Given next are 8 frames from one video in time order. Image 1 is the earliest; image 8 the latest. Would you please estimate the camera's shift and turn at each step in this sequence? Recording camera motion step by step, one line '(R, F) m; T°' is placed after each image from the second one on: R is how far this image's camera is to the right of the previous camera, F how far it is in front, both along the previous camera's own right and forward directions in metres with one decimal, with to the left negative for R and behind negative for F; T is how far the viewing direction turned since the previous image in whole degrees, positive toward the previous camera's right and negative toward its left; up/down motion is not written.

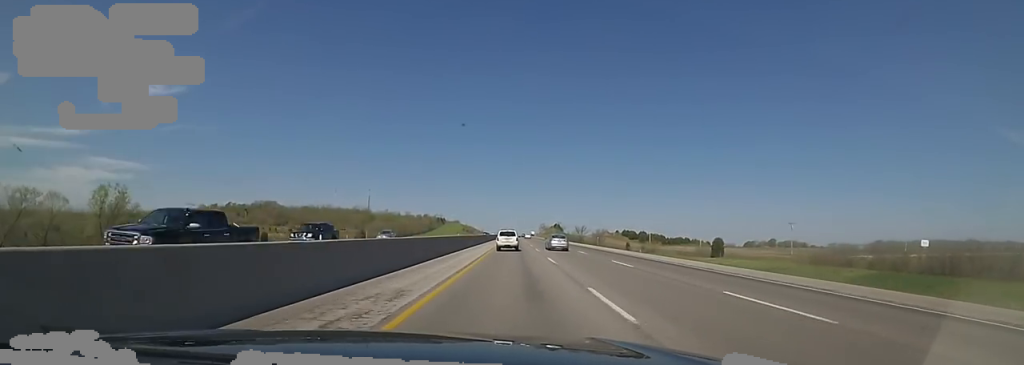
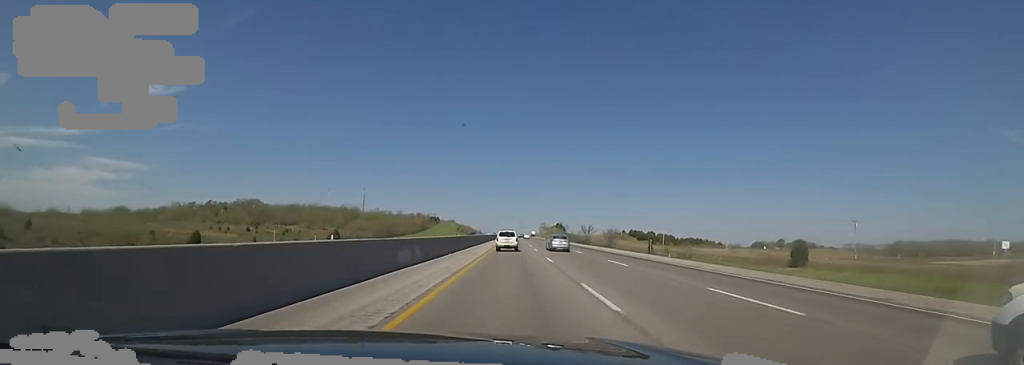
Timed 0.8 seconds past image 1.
(0.0, +29.5) m; 0°
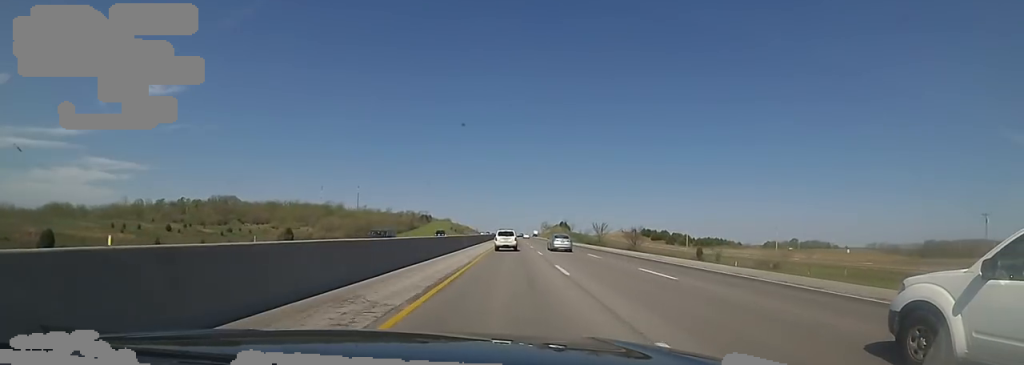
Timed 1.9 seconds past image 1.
(0.0, +37.8) m; 0°
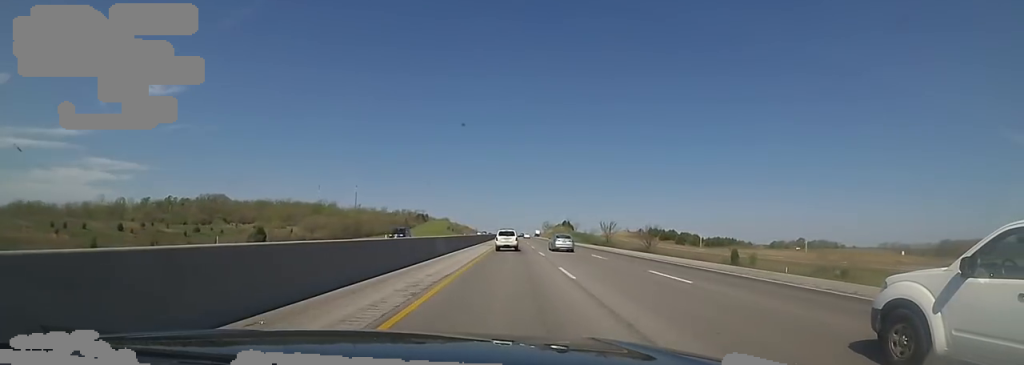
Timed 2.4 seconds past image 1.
(0.0, +16.5) m; 0°
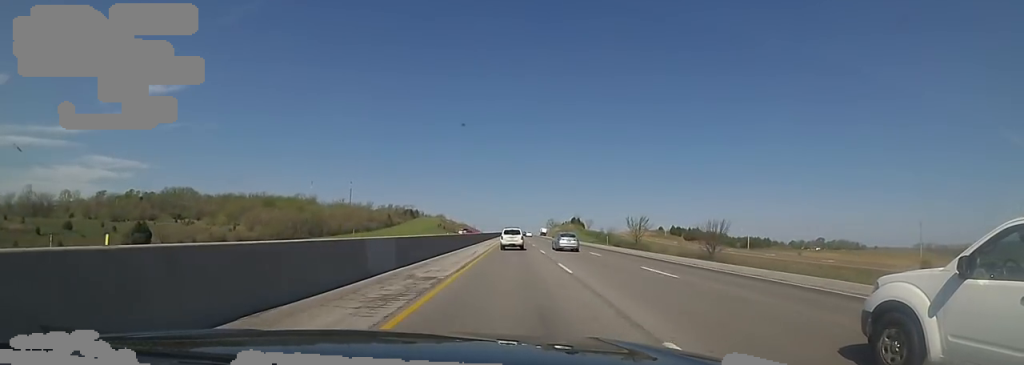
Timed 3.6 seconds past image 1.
(0.0, +44.8) m; 0°
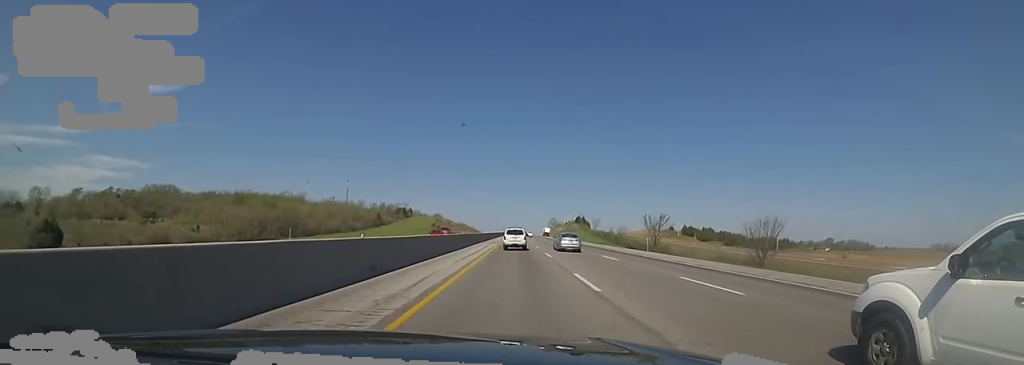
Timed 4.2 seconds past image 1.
(0.0, +20.1) m; 0°
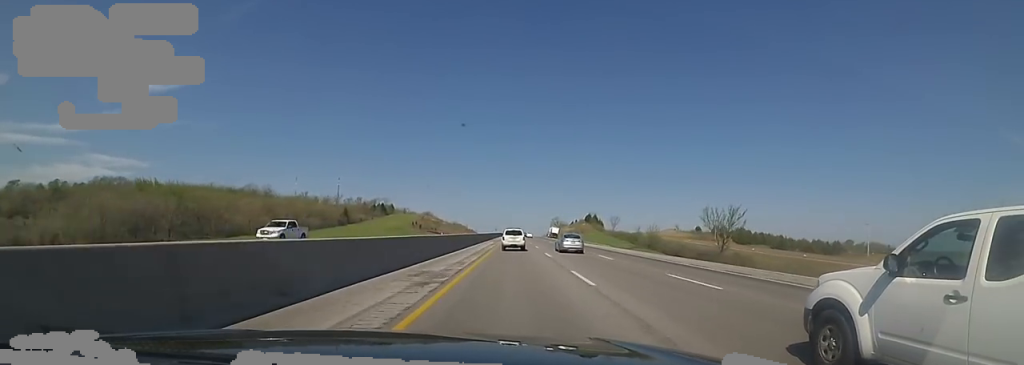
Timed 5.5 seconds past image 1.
(0.0, +44.8) m; 0°
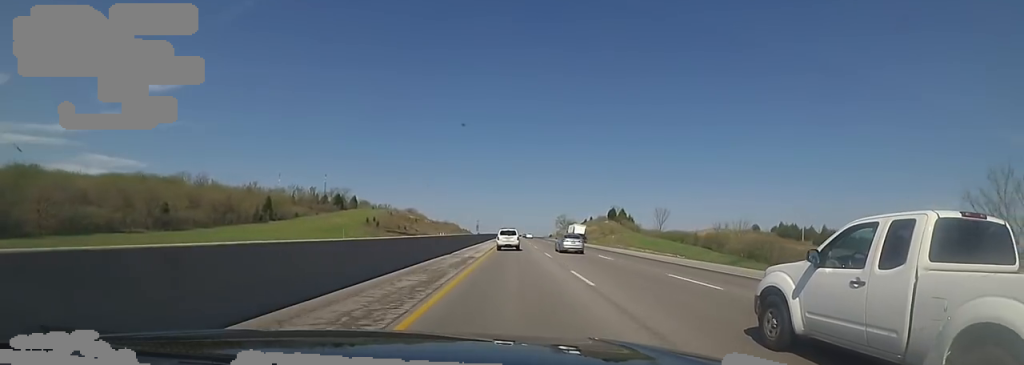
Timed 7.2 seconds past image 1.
(0.0, +61.3) m; 0°
